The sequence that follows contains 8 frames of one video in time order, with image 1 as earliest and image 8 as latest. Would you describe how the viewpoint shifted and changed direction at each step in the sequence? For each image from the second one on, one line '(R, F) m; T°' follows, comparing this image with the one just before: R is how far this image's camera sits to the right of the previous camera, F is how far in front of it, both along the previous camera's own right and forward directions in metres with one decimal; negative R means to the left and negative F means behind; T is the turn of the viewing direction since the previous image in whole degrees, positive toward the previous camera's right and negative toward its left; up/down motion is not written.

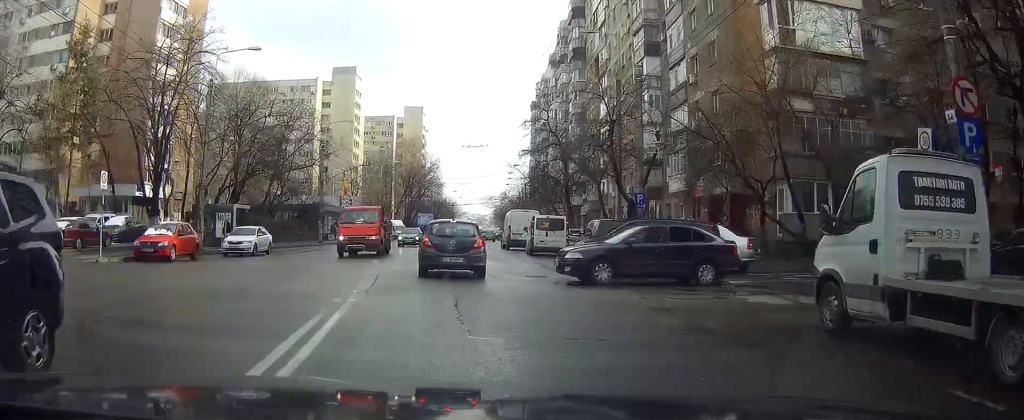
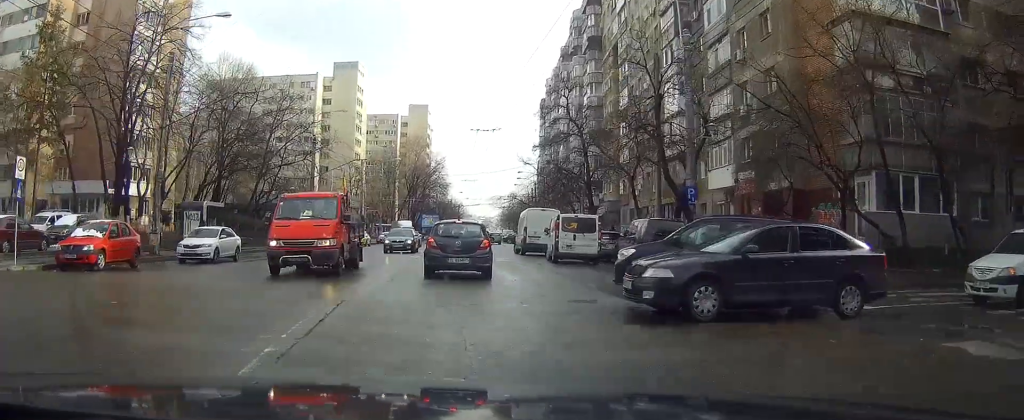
(0.0, +6.5) m; 0°
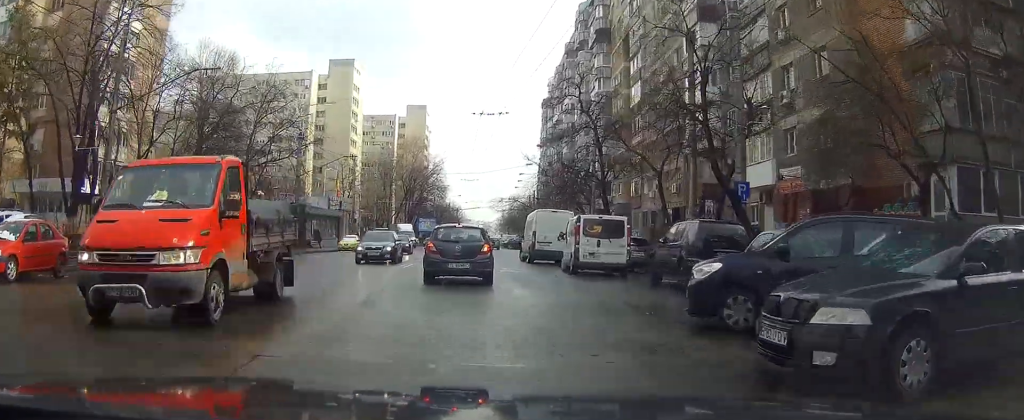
(+0.1, +5.1) m; 0°
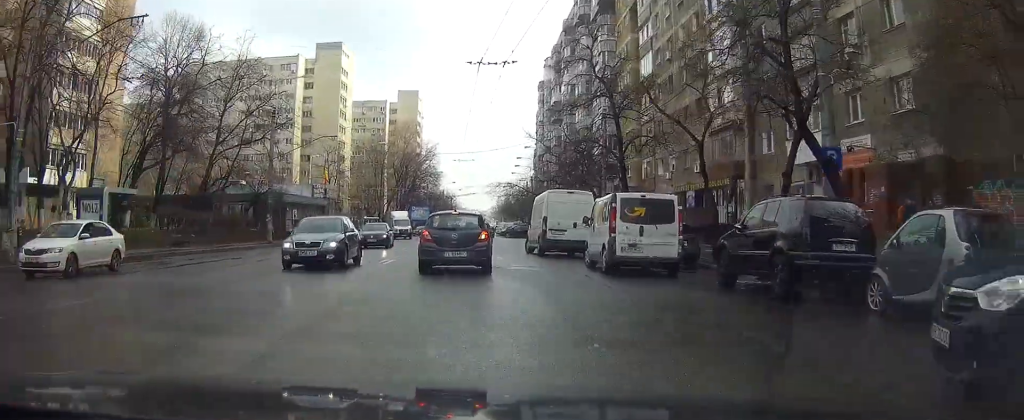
(+0.1, +6.1) m; 0°
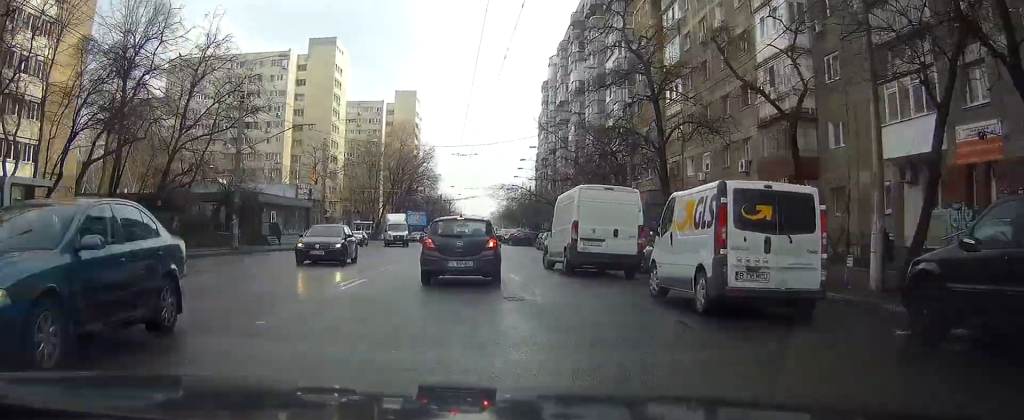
(-0.2, +7.4) m; +1°
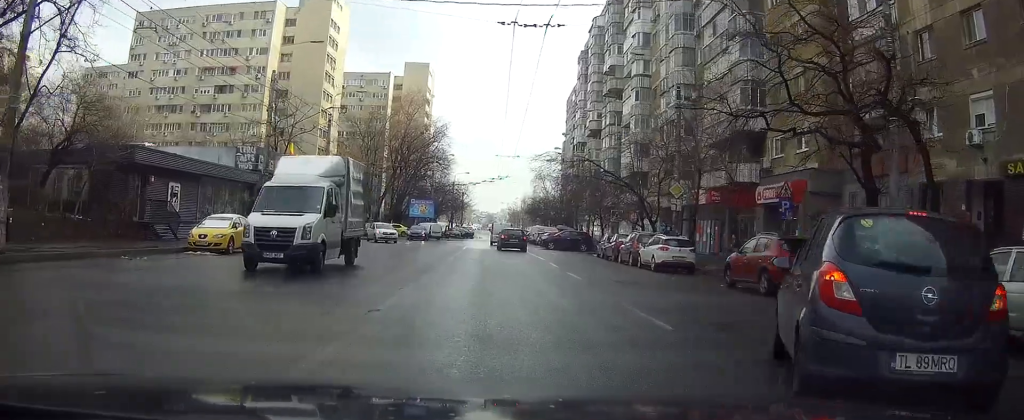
(+0.1, +24.5) m; 0°
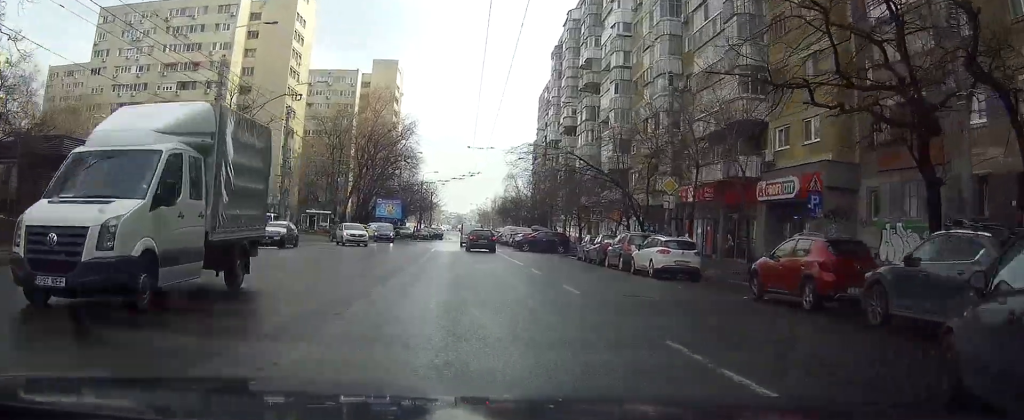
(0.0, +4.1) m; +1°
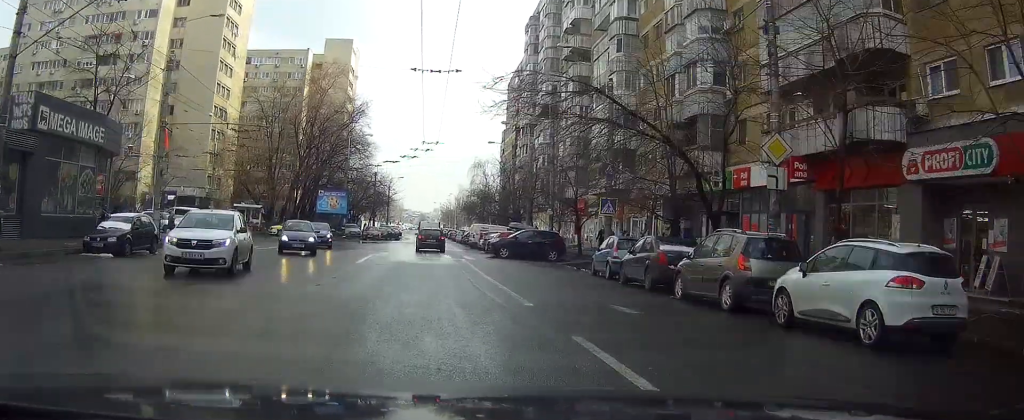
(+0.5, +15.8) m; +2°
